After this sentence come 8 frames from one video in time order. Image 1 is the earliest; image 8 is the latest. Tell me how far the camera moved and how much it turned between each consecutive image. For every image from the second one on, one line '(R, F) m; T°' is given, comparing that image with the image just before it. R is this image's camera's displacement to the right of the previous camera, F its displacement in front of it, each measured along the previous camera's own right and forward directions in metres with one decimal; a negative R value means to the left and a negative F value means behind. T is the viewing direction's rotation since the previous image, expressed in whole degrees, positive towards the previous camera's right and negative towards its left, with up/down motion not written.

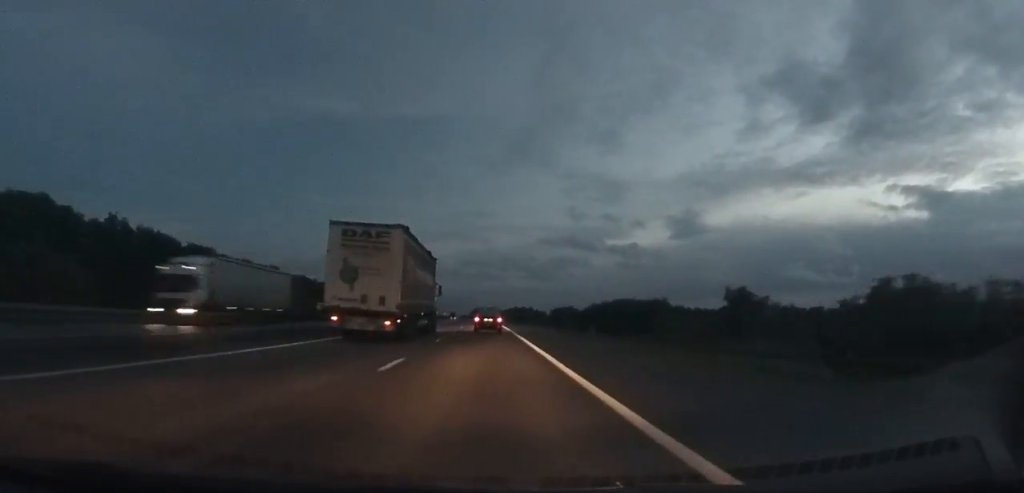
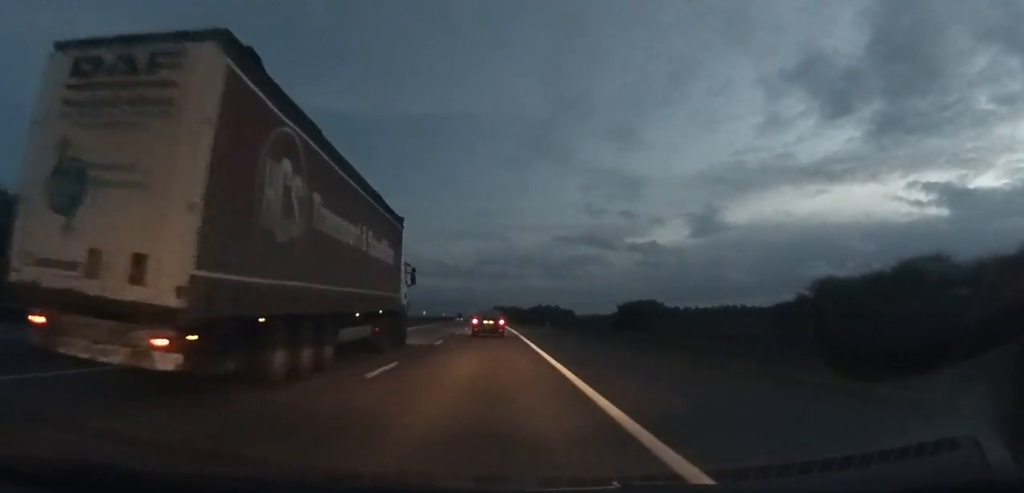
(-0.5, +71.5) m; -1°
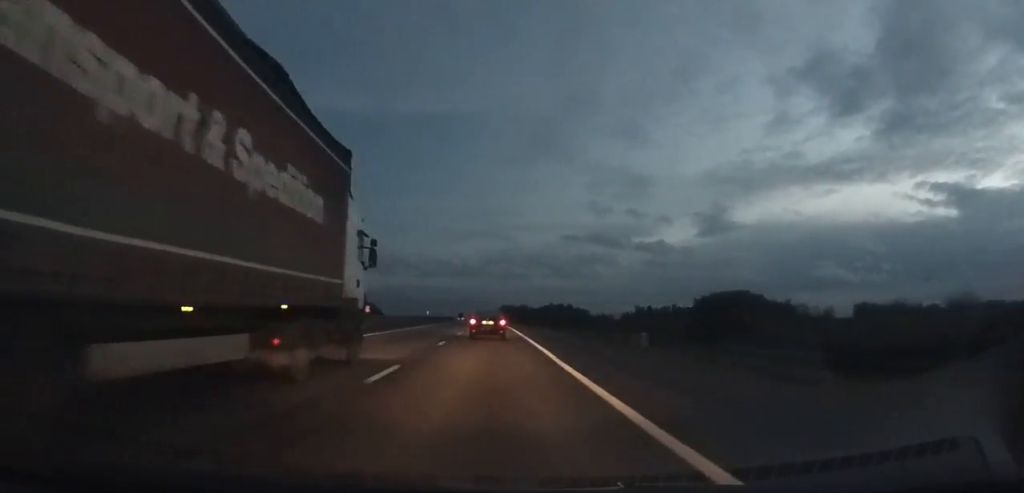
(-0.5, +35.2) m; -1°
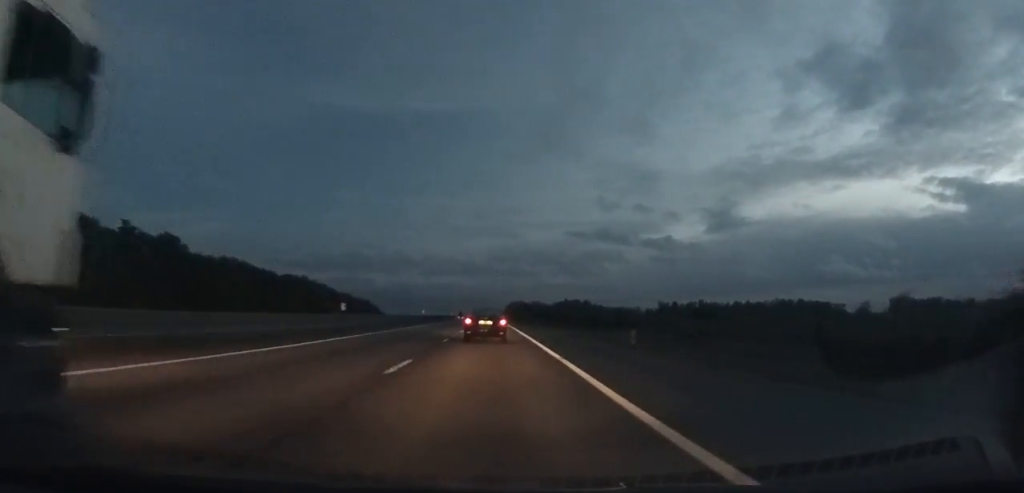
(-0.3, +46.3) m; -1°
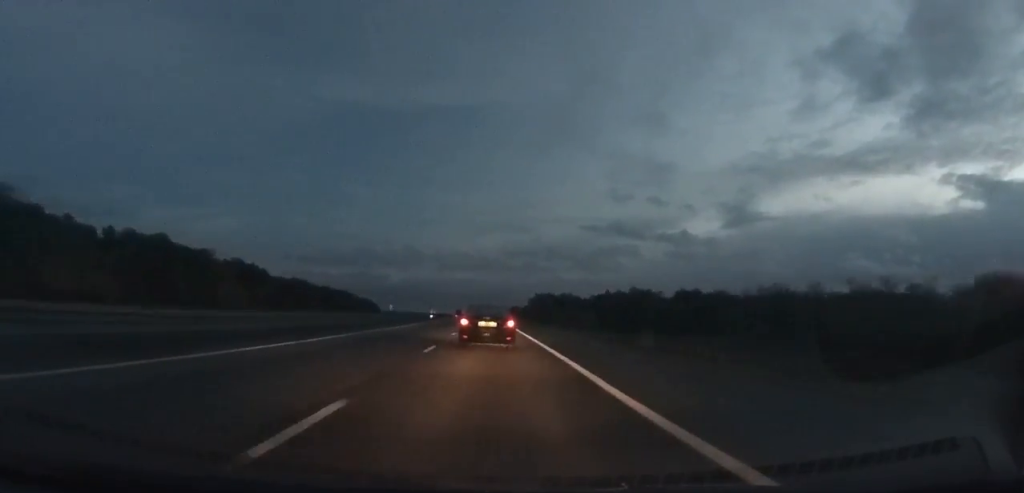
(-1.6, +101.0) m; -2°
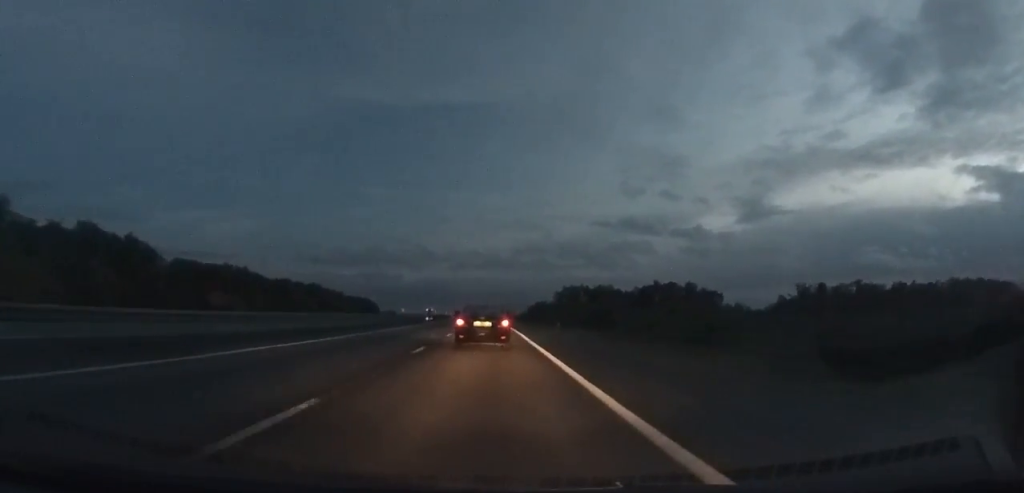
(-0.9, +75.4) m; -2°
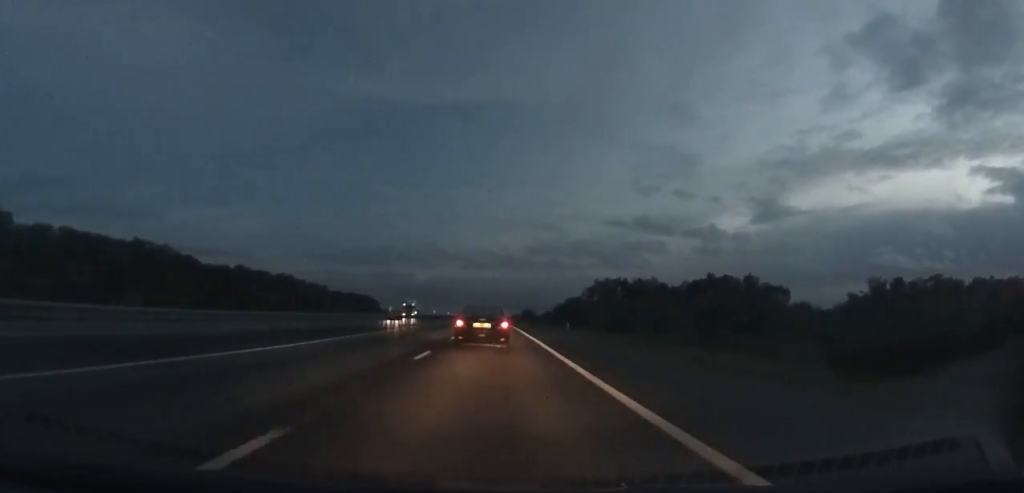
(-0.3, +50.5) m; -1°
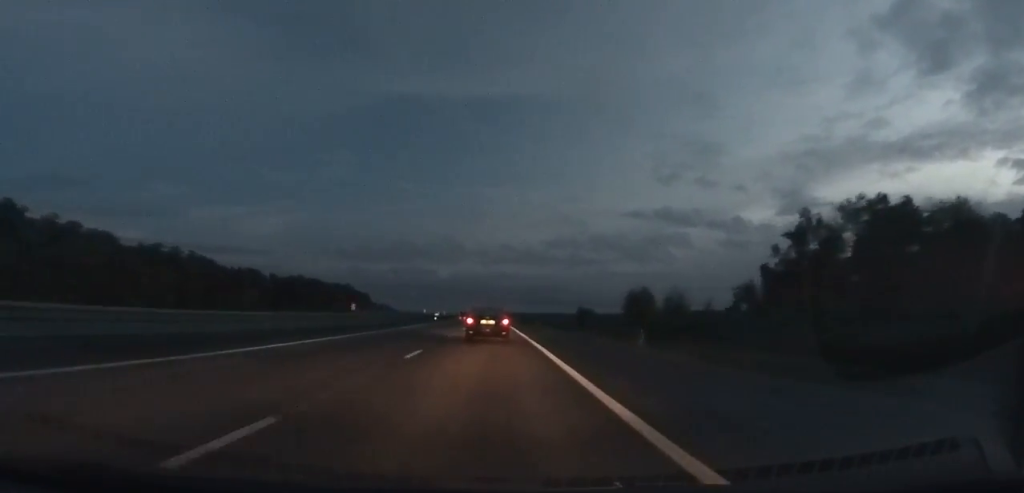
(-3.8, +134.4) m; -3°
